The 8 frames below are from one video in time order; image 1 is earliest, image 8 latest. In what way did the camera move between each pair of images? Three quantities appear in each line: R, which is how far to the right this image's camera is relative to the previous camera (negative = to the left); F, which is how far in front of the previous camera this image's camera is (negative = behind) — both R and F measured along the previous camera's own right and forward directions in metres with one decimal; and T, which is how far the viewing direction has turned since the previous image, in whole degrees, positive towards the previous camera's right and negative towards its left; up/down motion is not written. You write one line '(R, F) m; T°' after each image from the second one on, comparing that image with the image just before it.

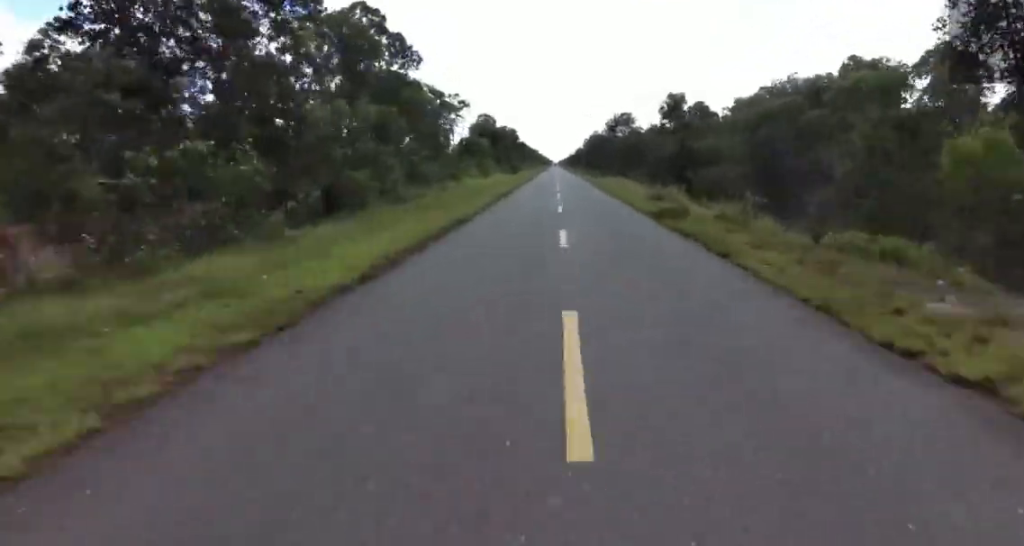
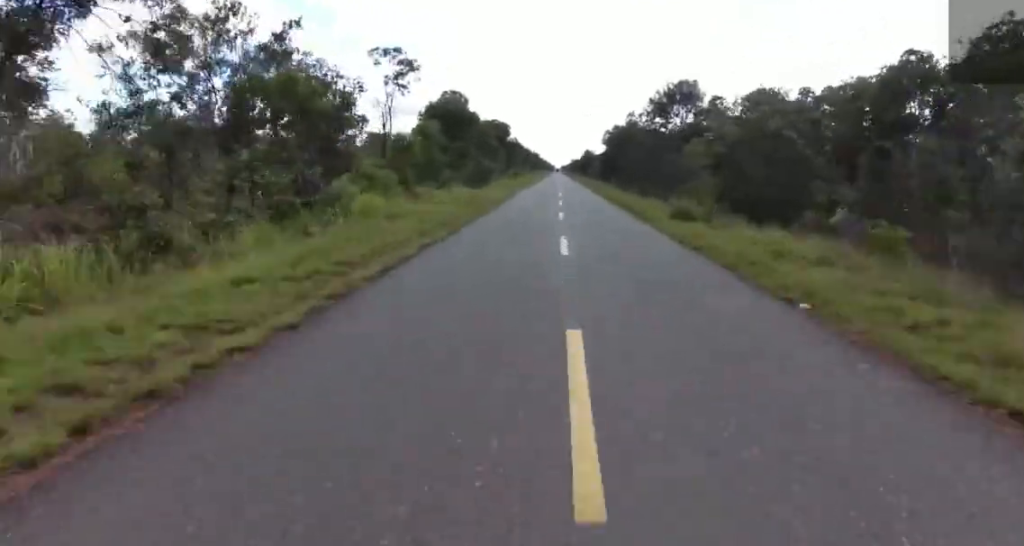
(-1.3, +48.9) m; -3°
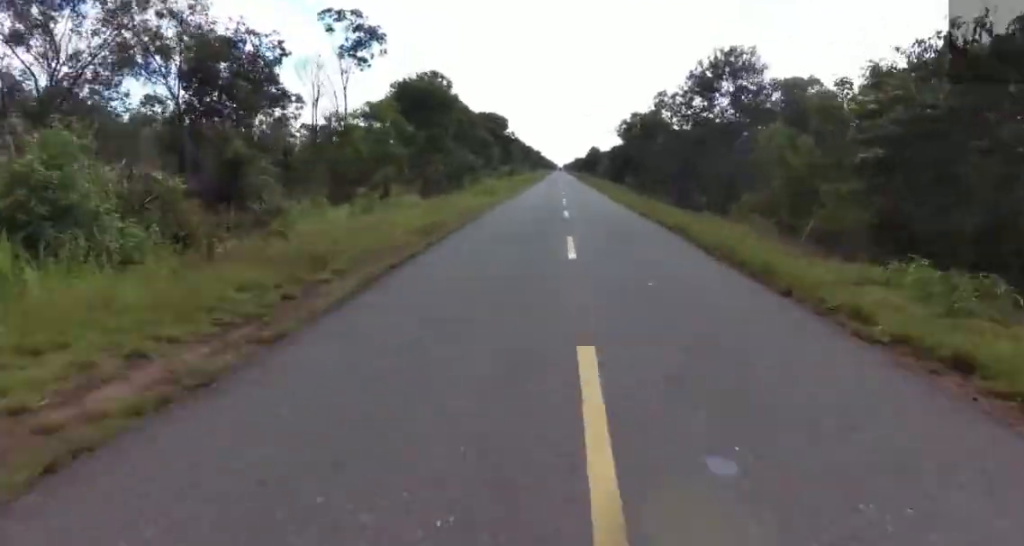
(-0.1, +16.8) m; 0°
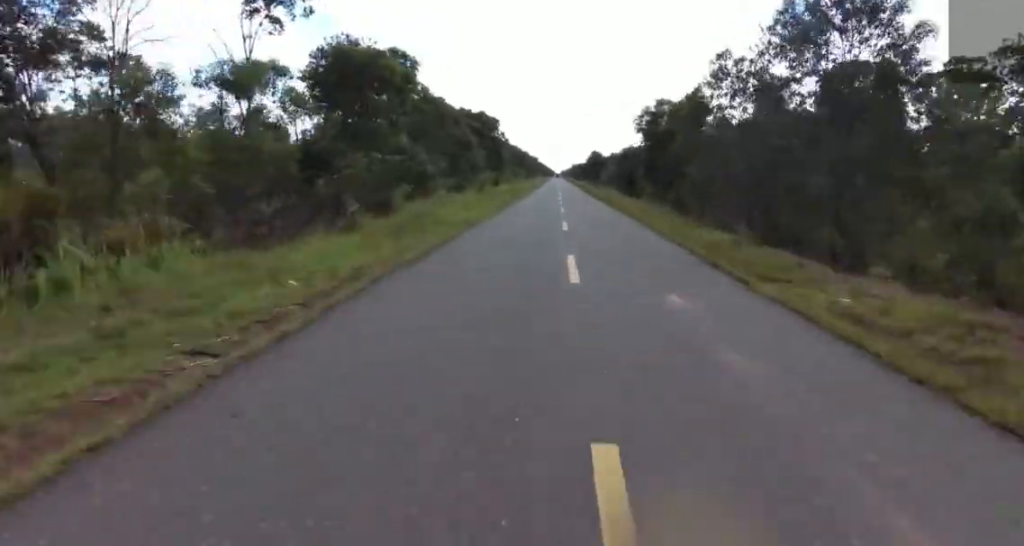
(-0.1, +17.7) m; +2°
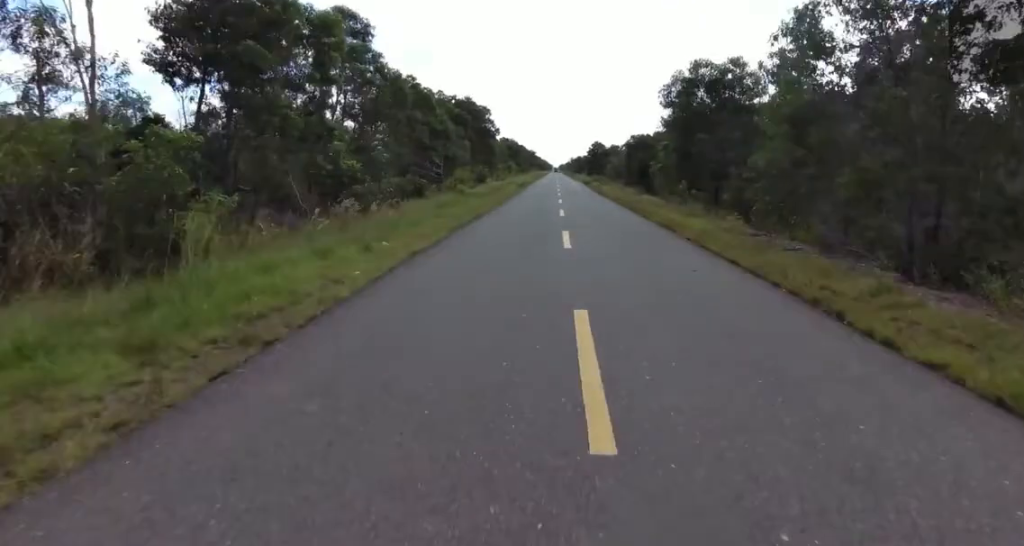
(+0.1, +13.8) m; +1°
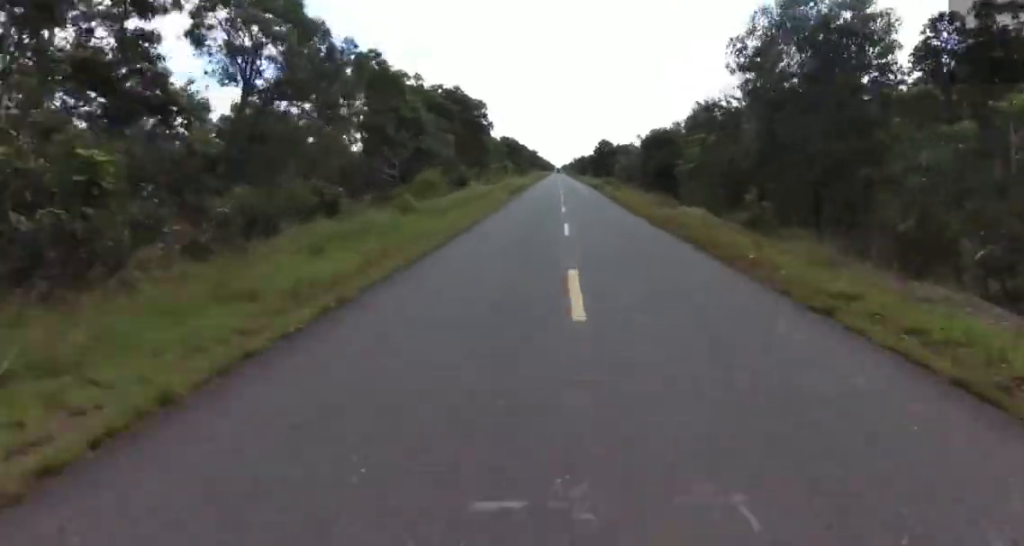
(+0.7, +12.9) m; 0°
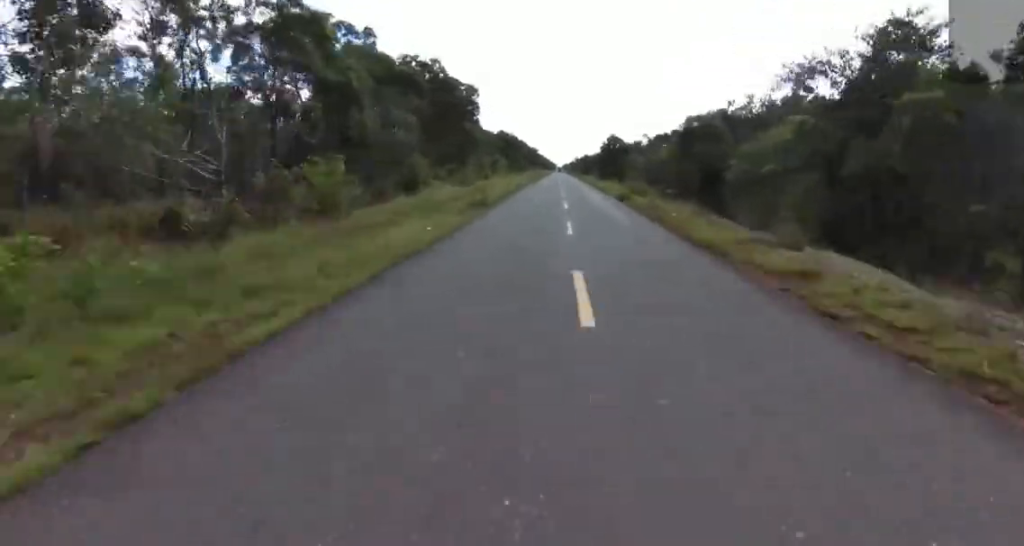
(0.0, +16.4) m; -1°
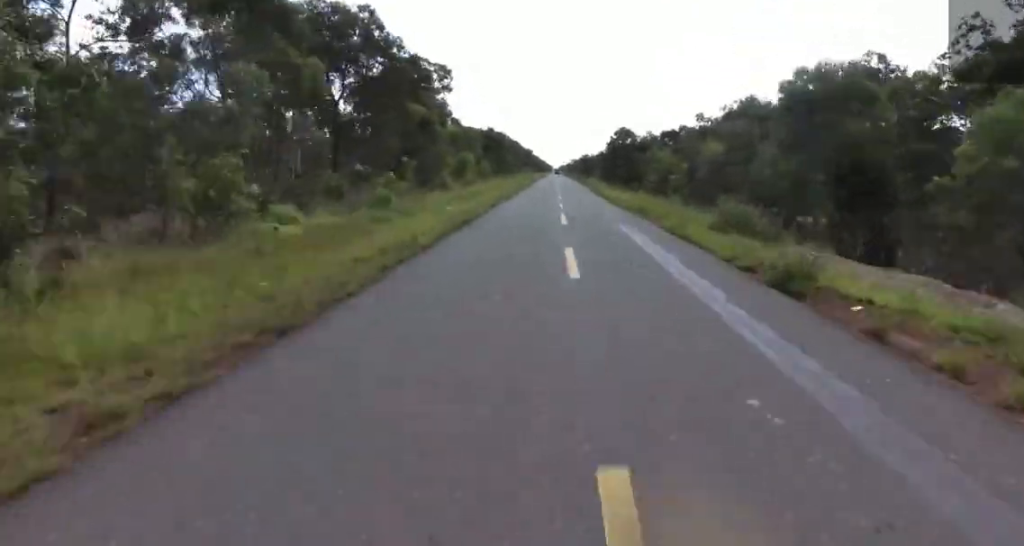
(-0.6, +20.8) m; -2°
